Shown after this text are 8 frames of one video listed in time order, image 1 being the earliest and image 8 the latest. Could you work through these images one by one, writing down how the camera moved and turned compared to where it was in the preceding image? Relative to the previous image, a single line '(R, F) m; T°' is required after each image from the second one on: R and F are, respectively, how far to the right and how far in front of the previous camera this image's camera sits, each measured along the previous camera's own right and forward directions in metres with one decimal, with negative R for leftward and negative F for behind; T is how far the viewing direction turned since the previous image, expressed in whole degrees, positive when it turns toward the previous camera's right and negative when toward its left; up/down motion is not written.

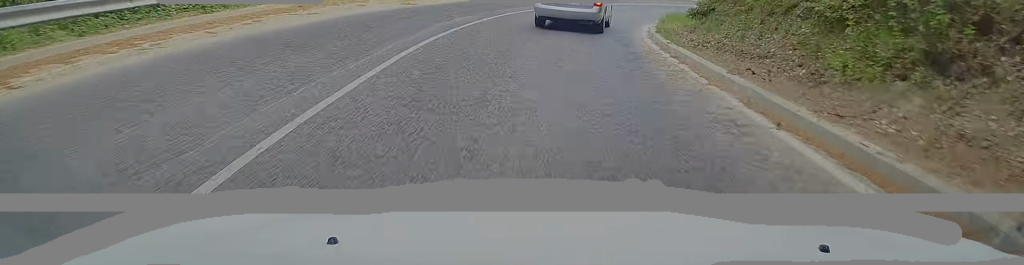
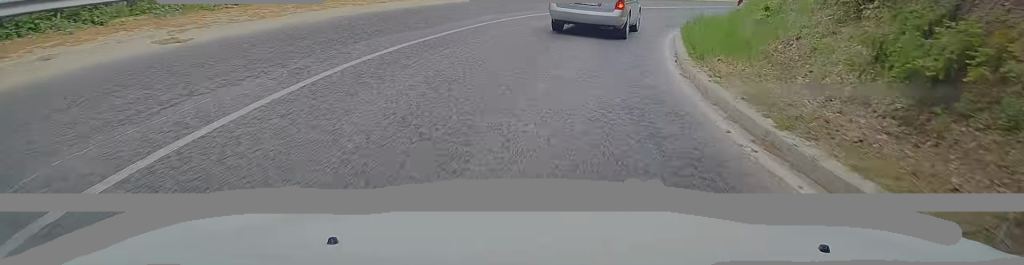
(+0.3, +11.4) m; +6°
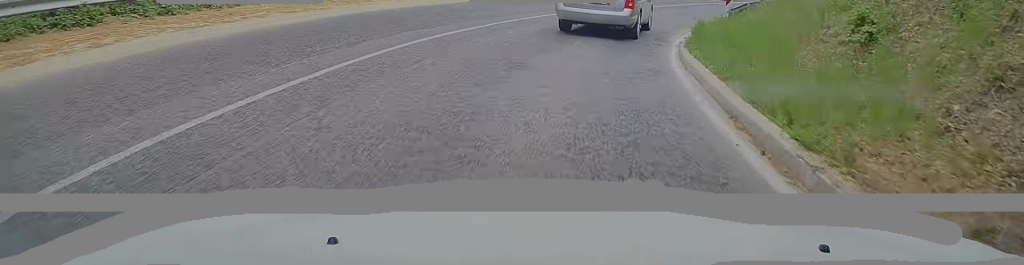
(+0.4, +6.6) m; +5°
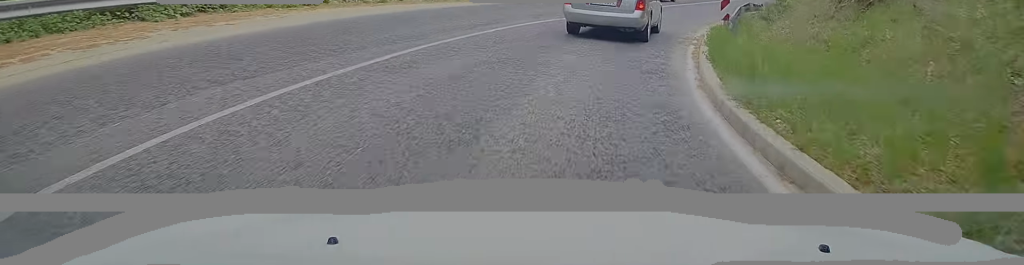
(-0.1, +5.8) m; +4°
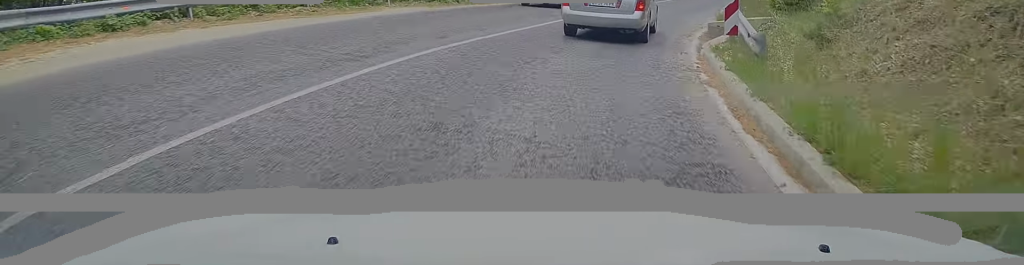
(+0.6, +6.2) m; +6°
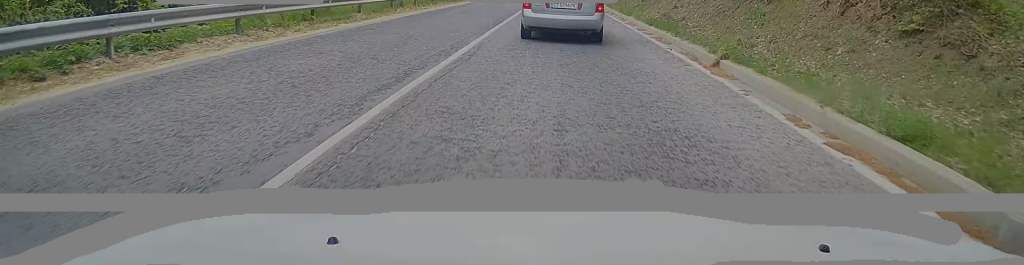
(+3.7, +21.9) m; +16°
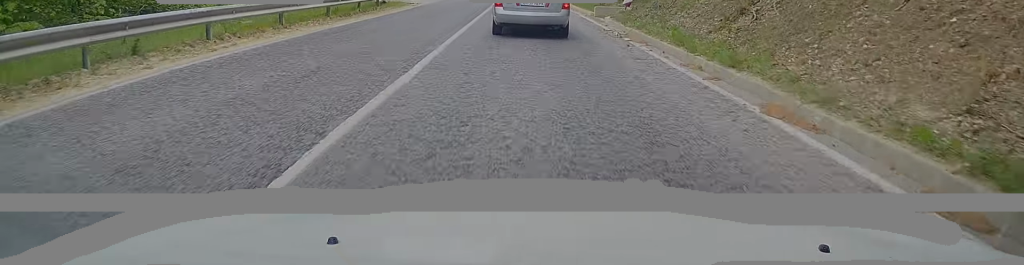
(+0.7, +16.7) m; +2°
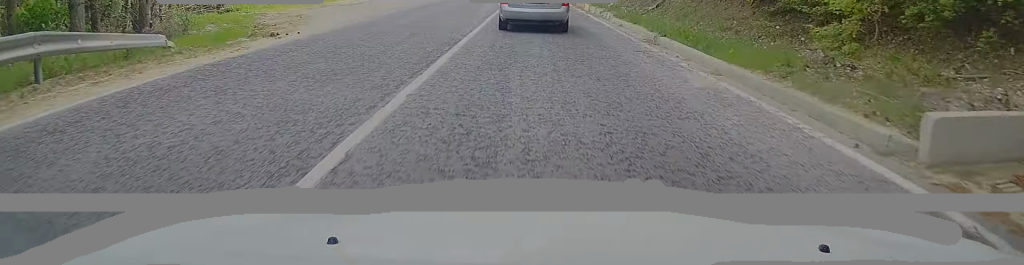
(-0.4, +21.4) m; -3°
